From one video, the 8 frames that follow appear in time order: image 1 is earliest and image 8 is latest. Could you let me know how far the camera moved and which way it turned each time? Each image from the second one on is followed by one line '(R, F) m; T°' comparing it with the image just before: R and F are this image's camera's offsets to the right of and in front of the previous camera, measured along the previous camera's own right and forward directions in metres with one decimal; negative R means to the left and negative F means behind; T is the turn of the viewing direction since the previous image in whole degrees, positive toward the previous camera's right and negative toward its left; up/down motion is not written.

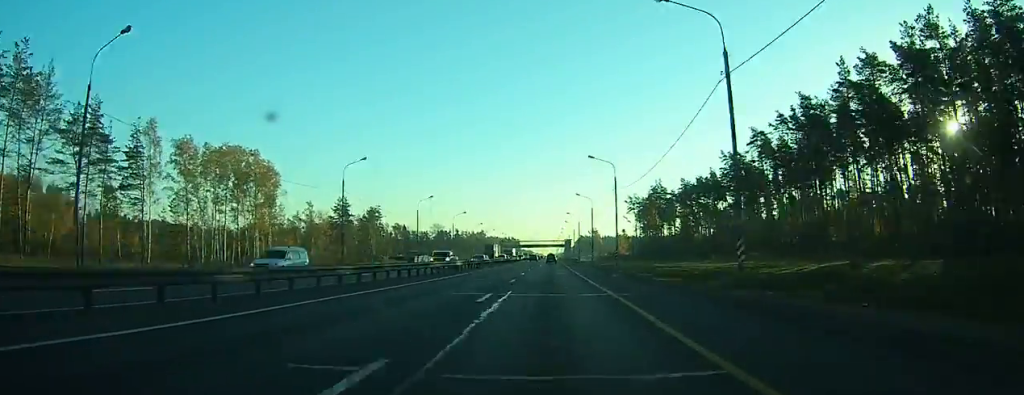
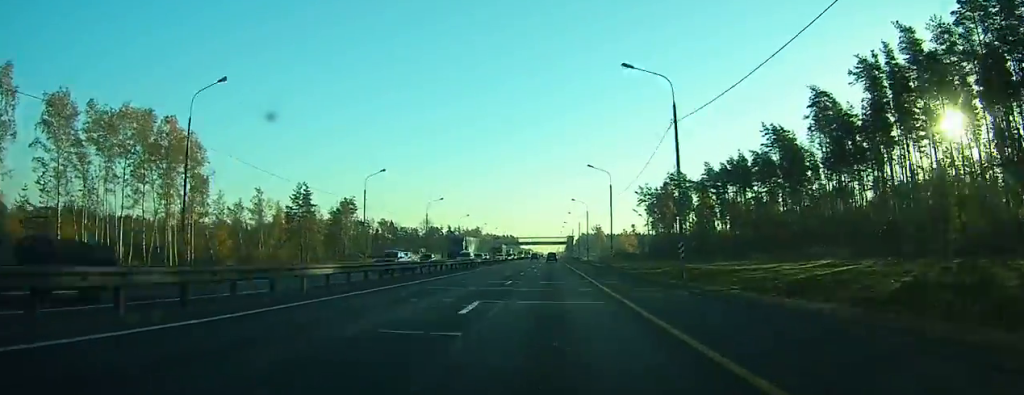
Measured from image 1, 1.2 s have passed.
(+0.1, +27.1) m; 0°
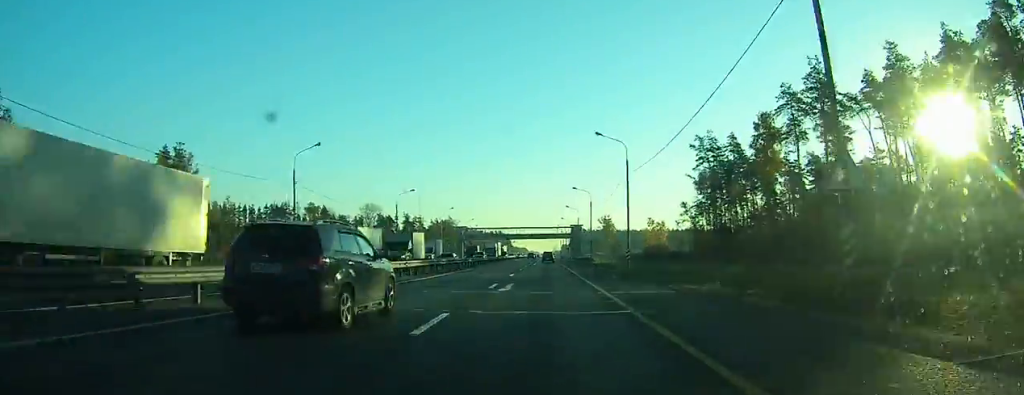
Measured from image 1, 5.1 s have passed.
(-0.1, +81.2) m; 0°
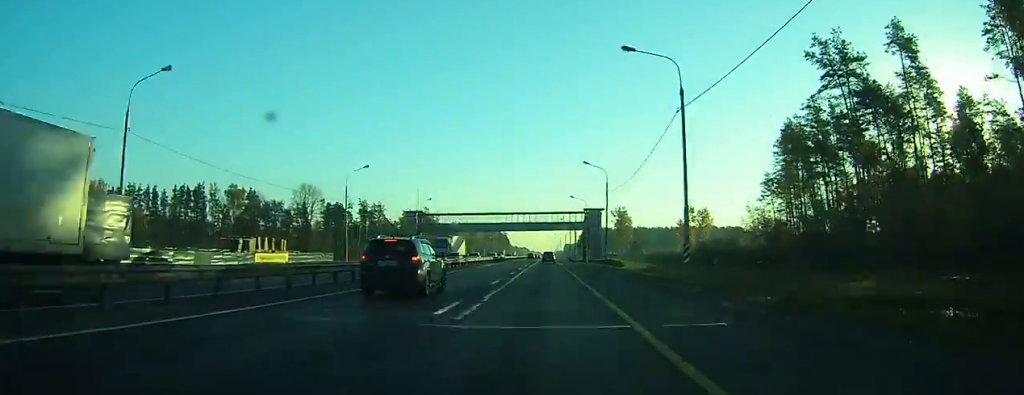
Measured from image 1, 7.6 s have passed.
(+0.1, +58.2) m; 0°
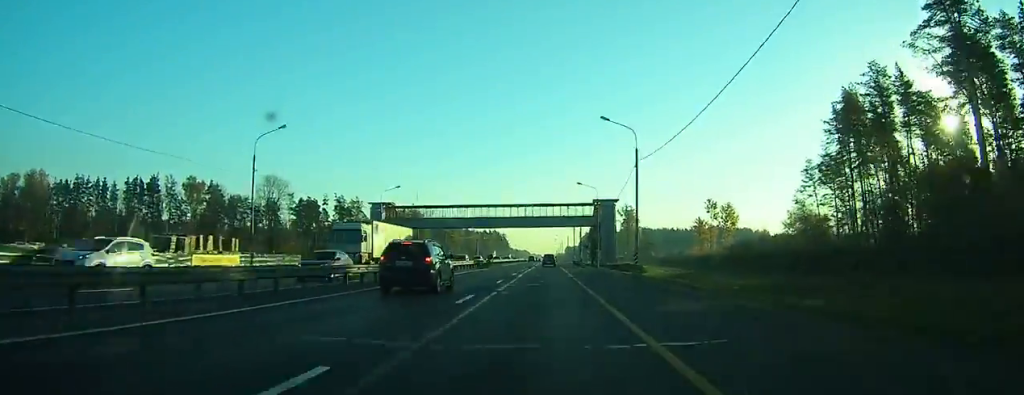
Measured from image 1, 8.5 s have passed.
(+0.1, +22.9) m; 0°
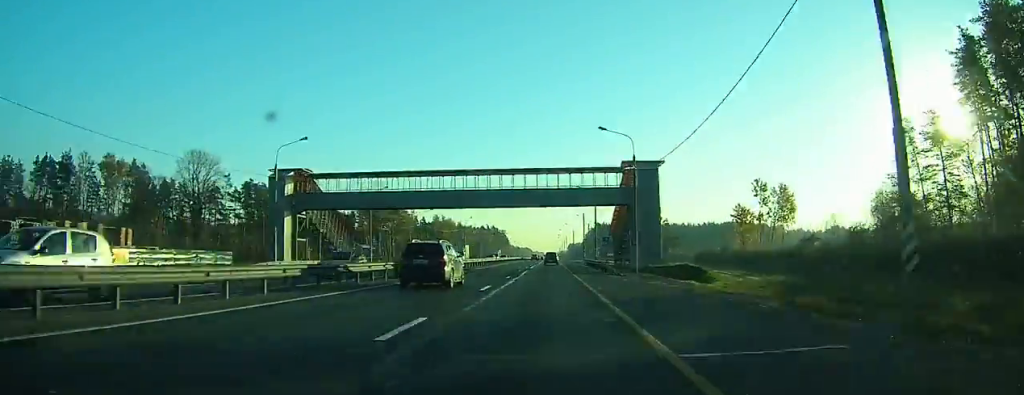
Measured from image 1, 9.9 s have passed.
(-0.1, +33.5) m; 0°
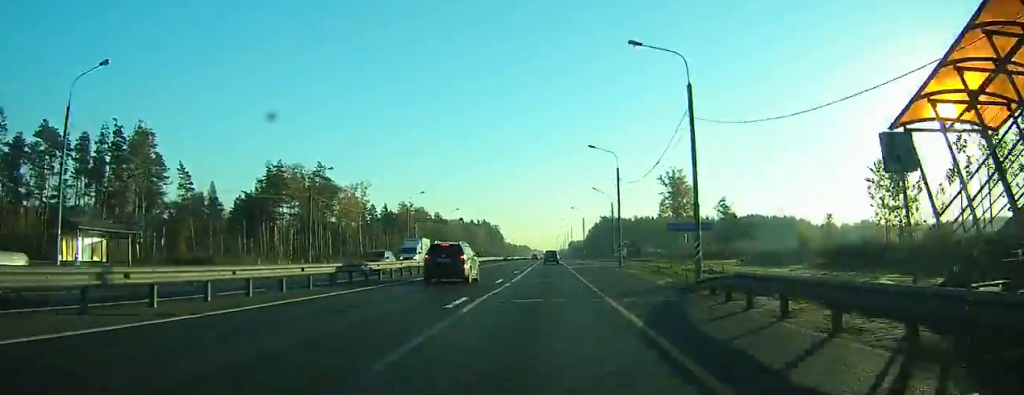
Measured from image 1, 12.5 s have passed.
(-0.2, +57.6) m; 0°
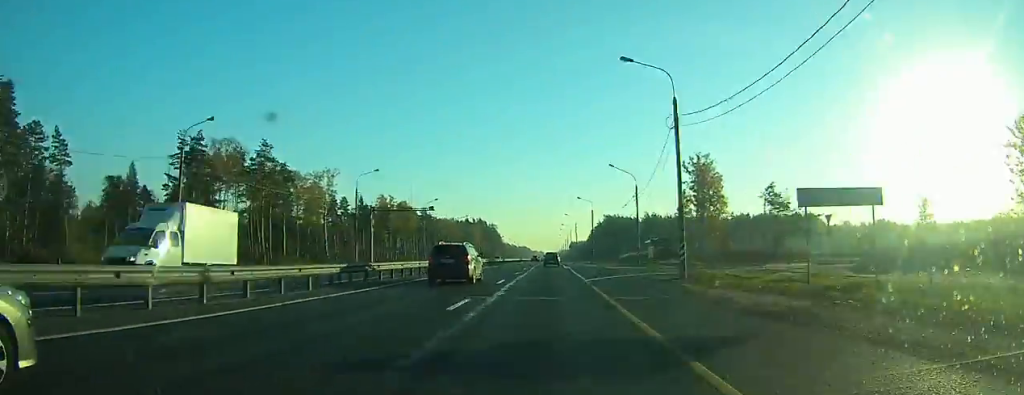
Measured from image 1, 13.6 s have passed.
(0.0, +24.1) m; 0°
